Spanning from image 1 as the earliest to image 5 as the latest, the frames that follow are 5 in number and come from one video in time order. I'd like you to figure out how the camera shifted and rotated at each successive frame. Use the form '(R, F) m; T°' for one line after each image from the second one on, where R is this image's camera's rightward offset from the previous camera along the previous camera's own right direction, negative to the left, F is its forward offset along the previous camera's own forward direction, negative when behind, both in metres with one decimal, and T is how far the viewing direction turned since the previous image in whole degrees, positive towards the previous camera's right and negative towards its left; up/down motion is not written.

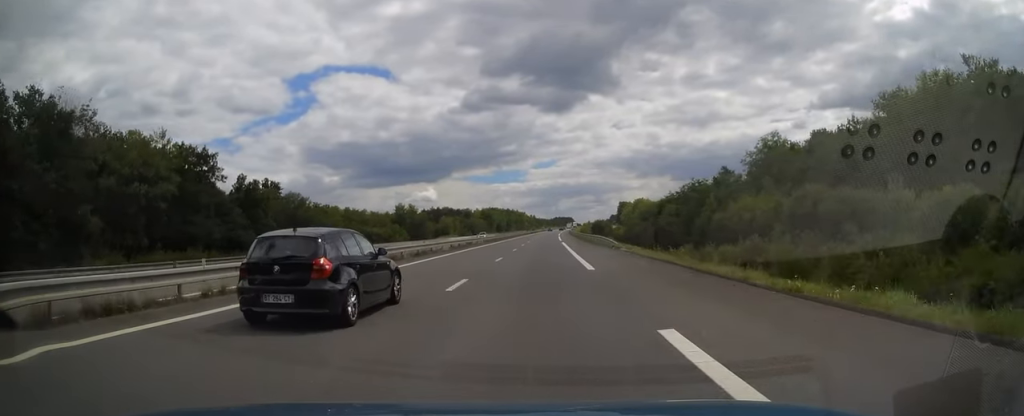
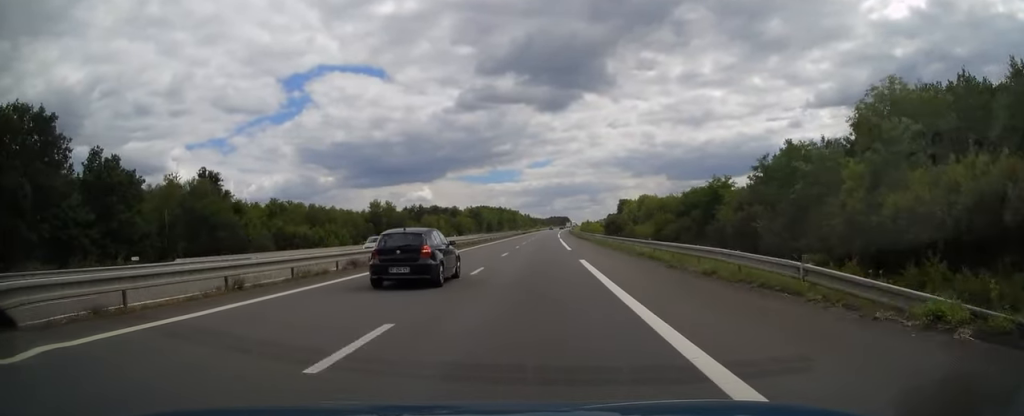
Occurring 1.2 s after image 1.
(+0.2, +33.7) m; 0°
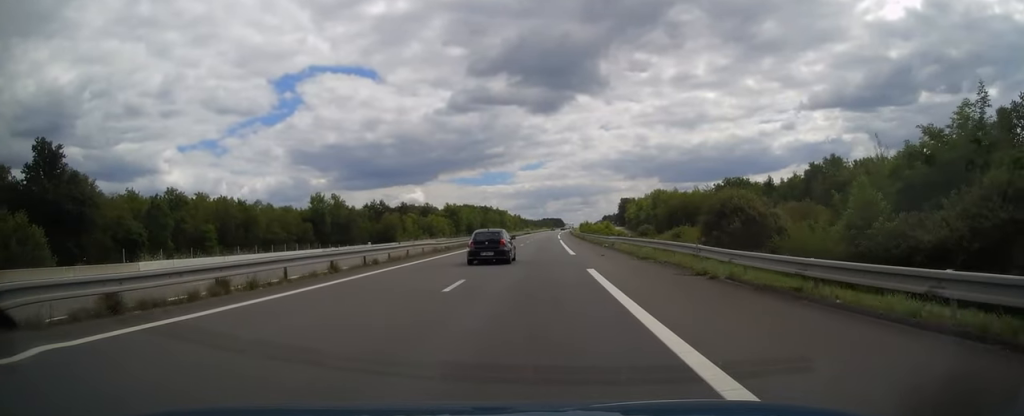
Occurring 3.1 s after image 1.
(+0.4, +56.3) m; +1°
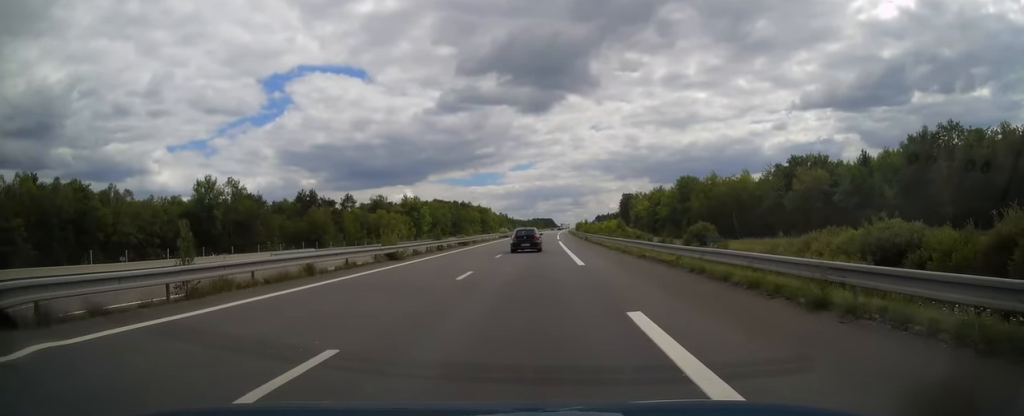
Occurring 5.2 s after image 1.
(+0.4, +61.8) m; +1°
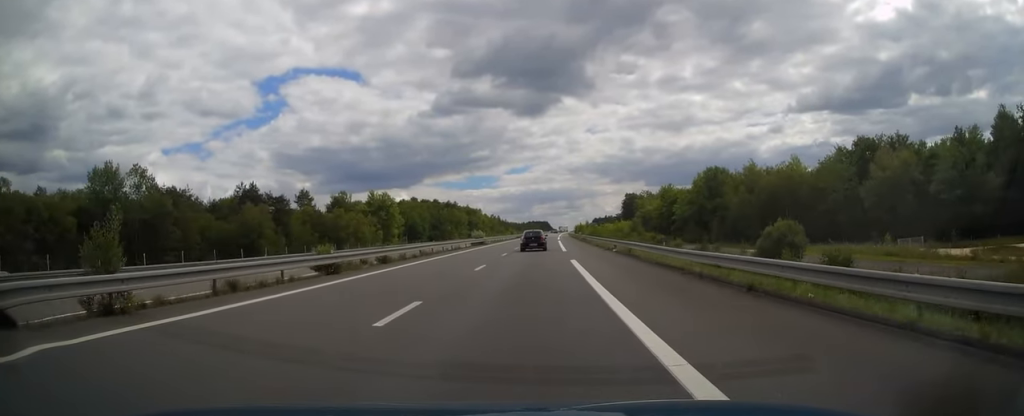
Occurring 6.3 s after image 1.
(+0.2, +33.8) m; +1°
